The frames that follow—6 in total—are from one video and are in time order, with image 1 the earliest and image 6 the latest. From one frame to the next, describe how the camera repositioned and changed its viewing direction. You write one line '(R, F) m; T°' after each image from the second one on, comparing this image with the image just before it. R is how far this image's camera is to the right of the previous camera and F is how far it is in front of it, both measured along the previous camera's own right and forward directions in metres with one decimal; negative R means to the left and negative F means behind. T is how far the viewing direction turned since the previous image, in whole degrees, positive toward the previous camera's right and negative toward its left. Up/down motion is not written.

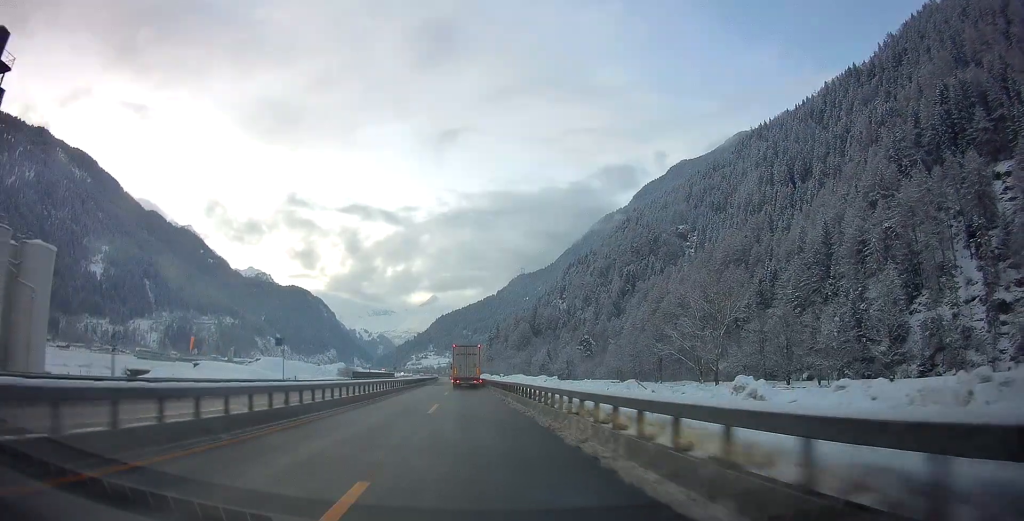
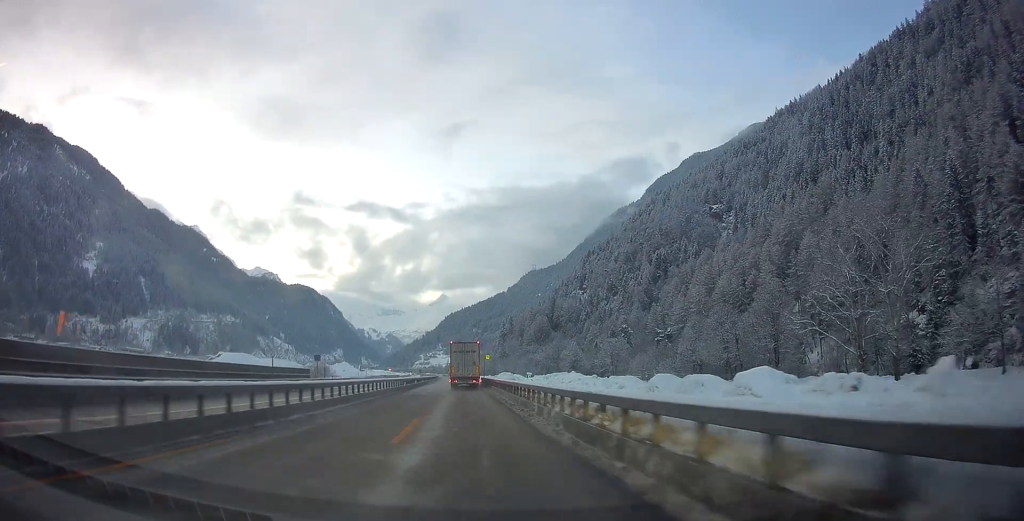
(-1.5, +62.7) m; -2°
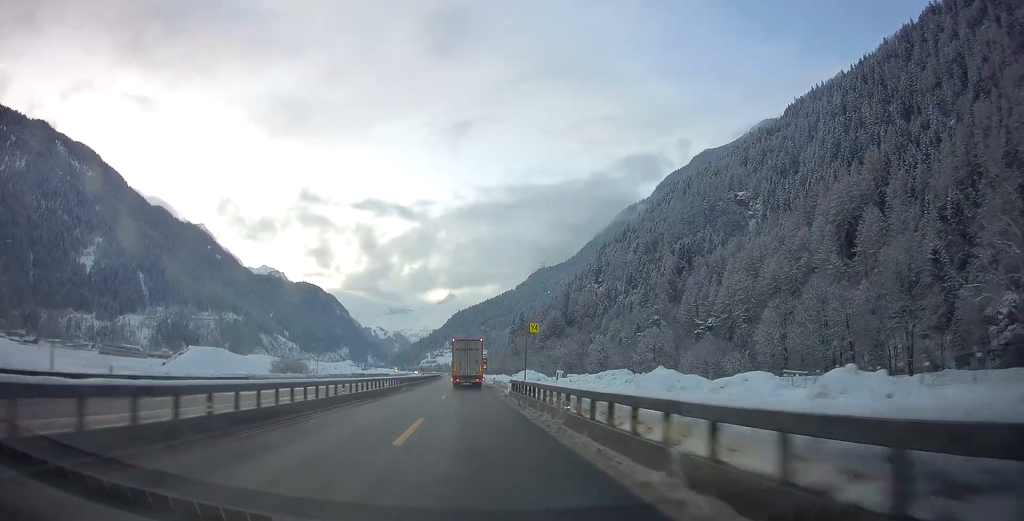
(+0.1, +36.9) m; -1°
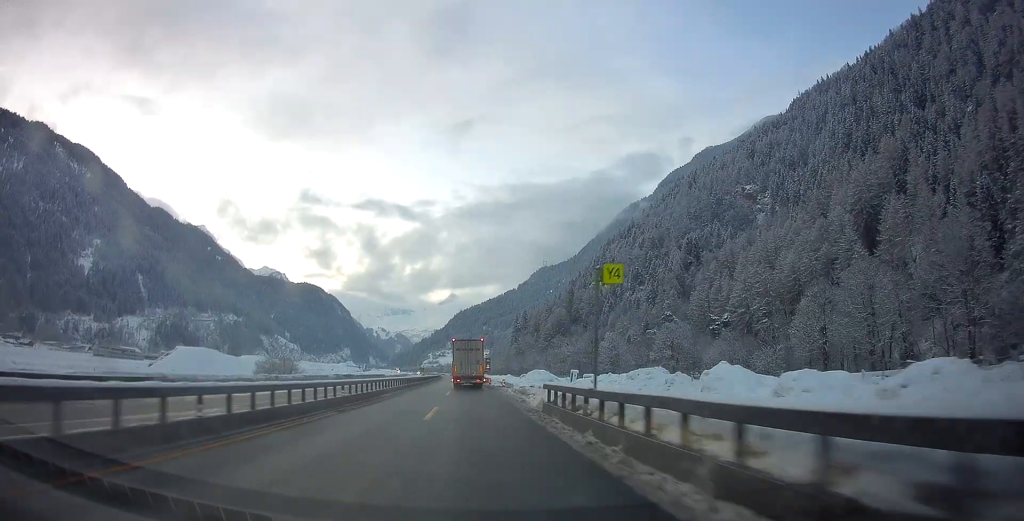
(-0.1, +12.0) m; -1°
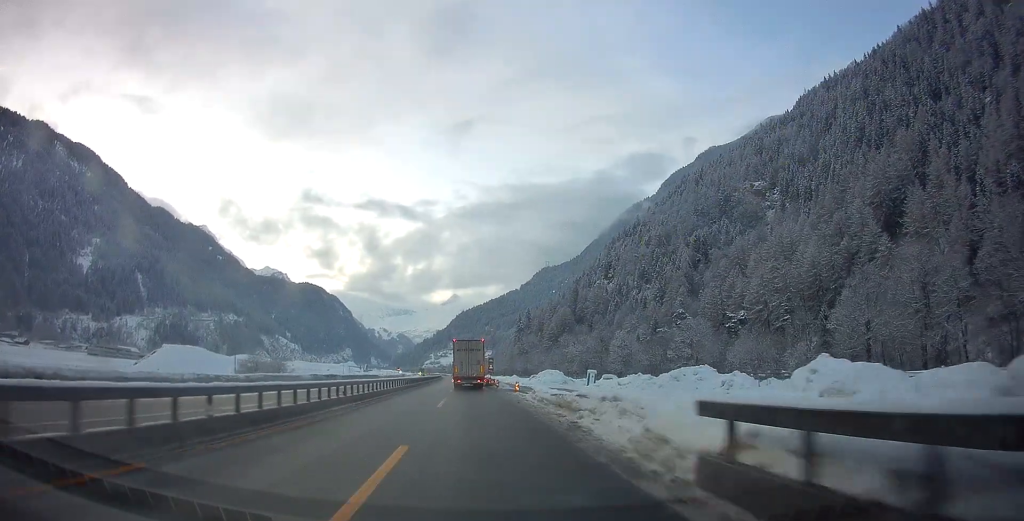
(0.0, +12.0) m; 0°
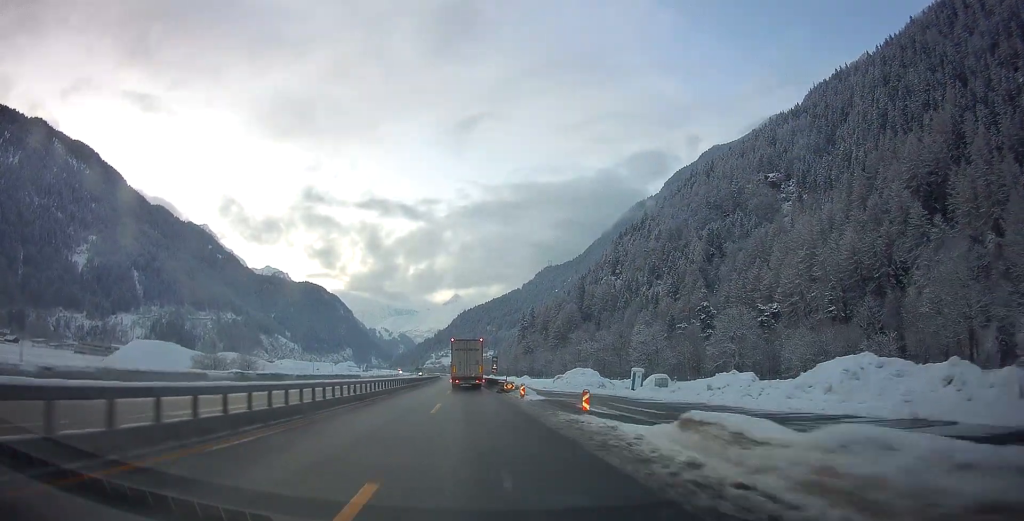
(0.0, +21.8) m; 0°
